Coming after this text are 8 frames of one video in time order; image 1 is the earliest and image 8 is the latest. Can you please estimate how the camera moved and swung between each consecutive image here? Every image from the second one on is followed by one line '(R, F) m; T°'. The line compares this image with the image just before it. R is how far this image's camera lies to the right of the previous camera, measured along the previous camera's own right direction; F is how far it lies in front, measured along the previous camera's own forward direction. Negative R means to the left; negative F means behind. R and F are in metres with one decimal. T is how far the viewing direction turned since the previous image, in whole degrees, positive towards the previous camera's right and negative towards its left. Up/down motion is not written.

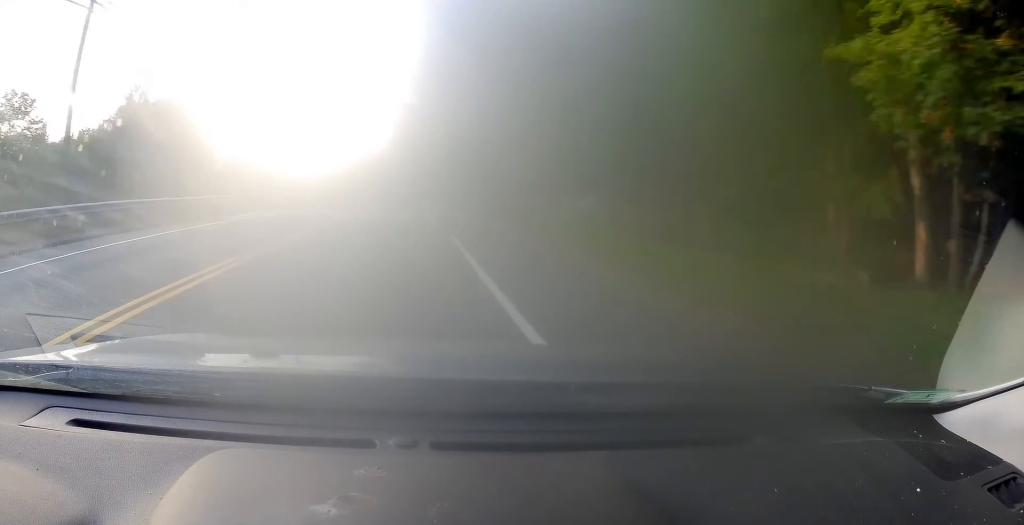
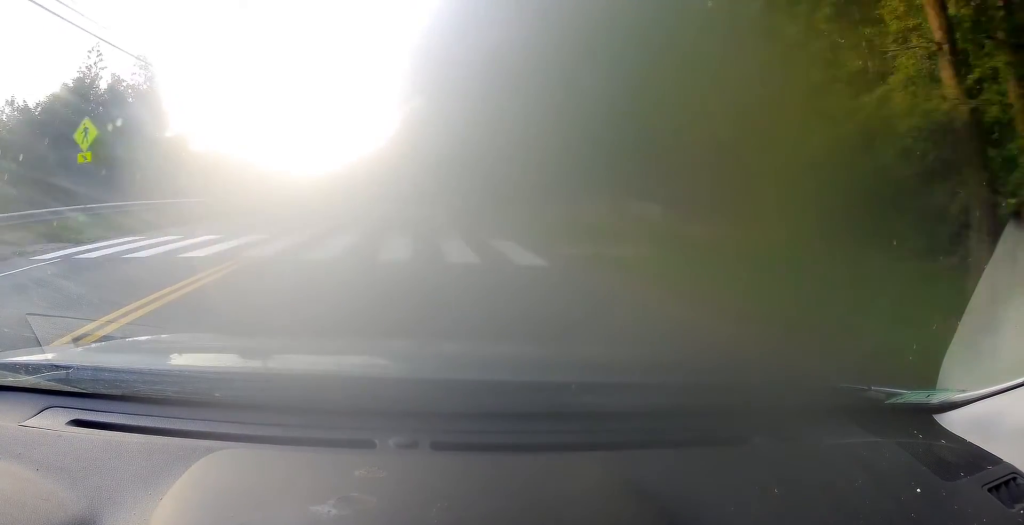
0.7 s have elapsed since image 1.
(0.0, +13.8) m; 0°
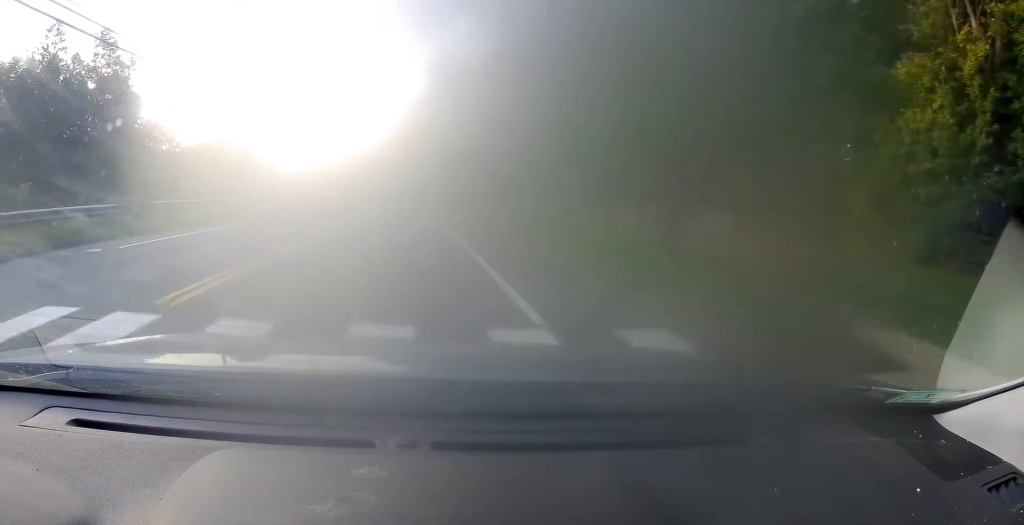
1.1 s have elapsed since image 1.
(0.0, +9.6) m; 0°
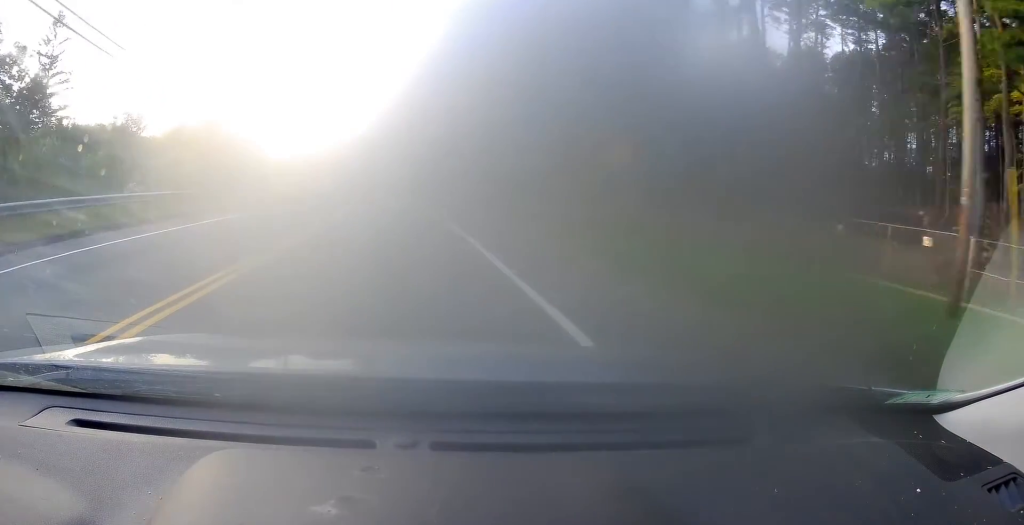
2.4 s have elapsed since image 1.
(0.0, +24.9) m; -1°
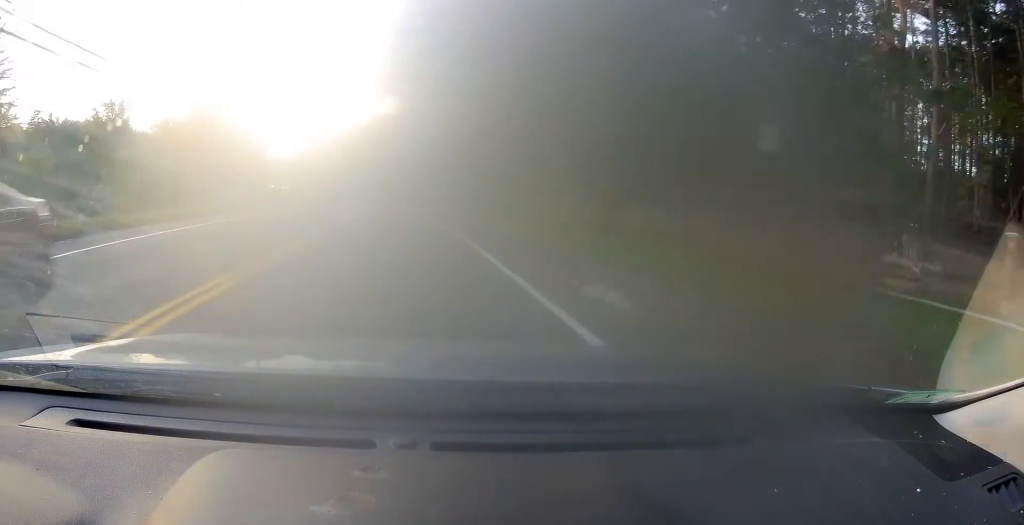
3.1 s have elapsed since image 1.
(+0.1, +14.5) m; -2°
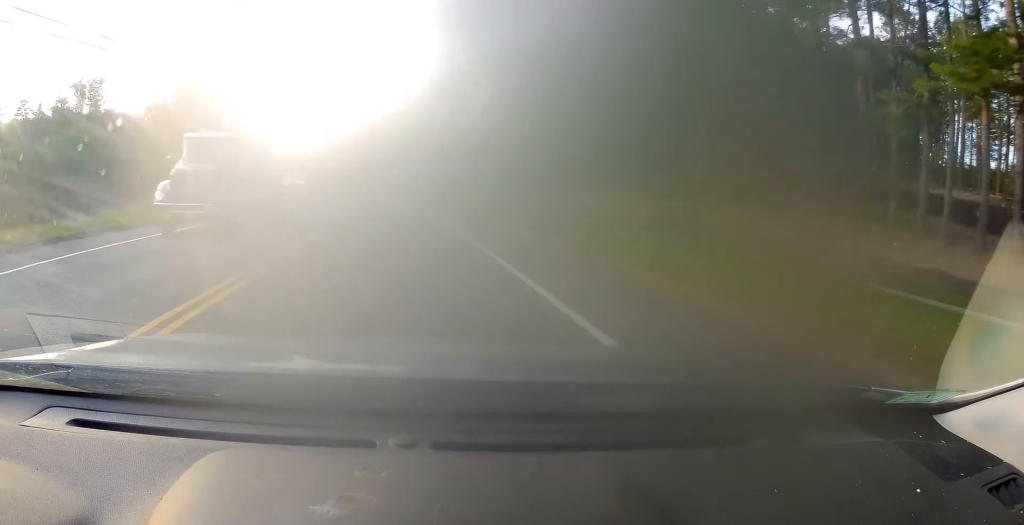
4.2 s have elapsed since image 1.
(-1.0, +21.0) m; -4°
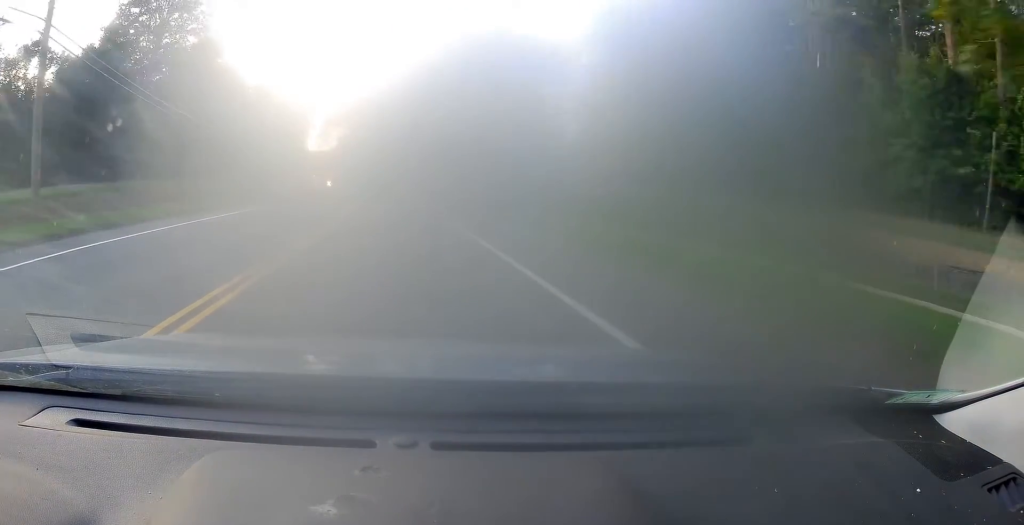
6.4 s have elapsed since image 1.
(-1.4, +45.1) m; -4°
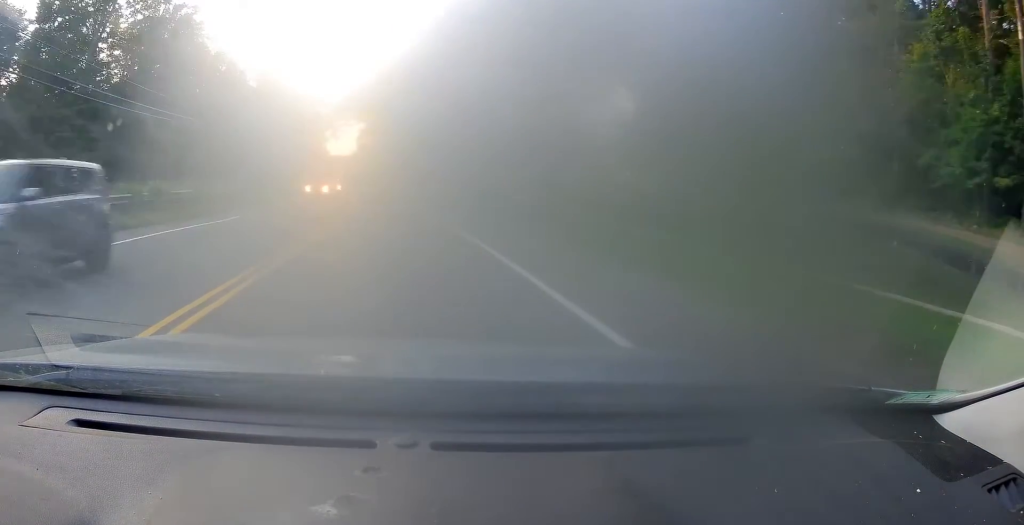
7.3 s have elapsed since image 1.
(-0.4, +17.9) m; -4°
